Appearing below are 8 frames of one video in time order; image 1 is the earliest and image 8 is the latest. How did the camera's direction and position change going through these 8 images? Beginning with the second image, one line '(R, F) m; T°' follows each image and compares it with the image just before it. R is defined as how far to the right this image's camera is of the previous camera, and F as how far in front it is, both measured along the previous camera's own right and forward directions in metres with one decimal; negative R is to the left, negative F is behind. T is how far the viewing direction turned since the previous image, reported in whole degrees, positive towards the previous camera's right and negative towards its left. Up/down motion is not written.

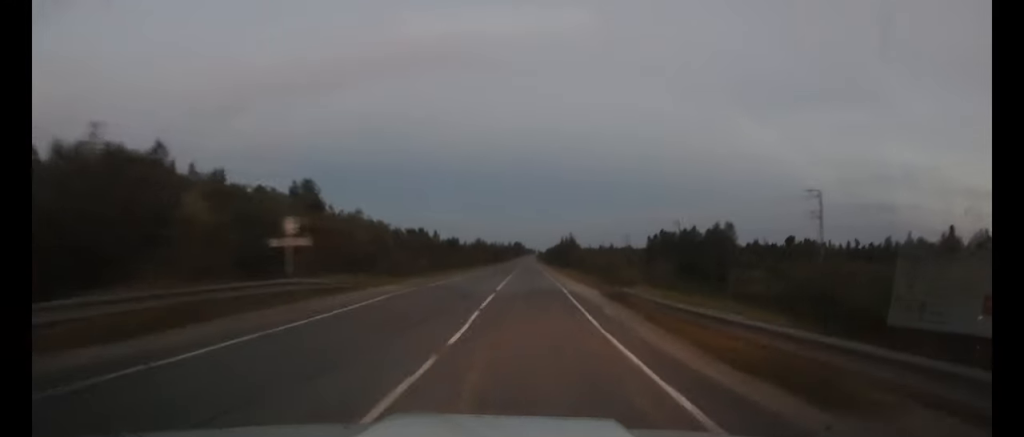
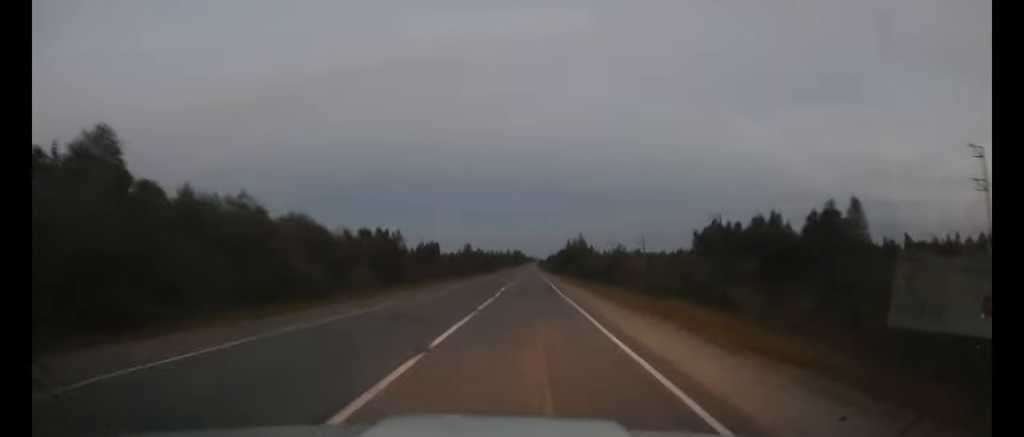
(0.0, +35.8) m; 0°
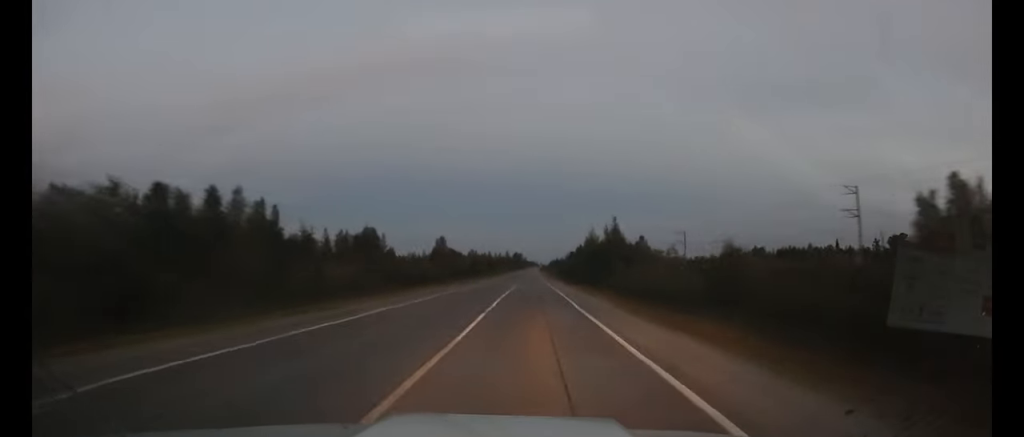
(-0.1, +55.0) m; 0°
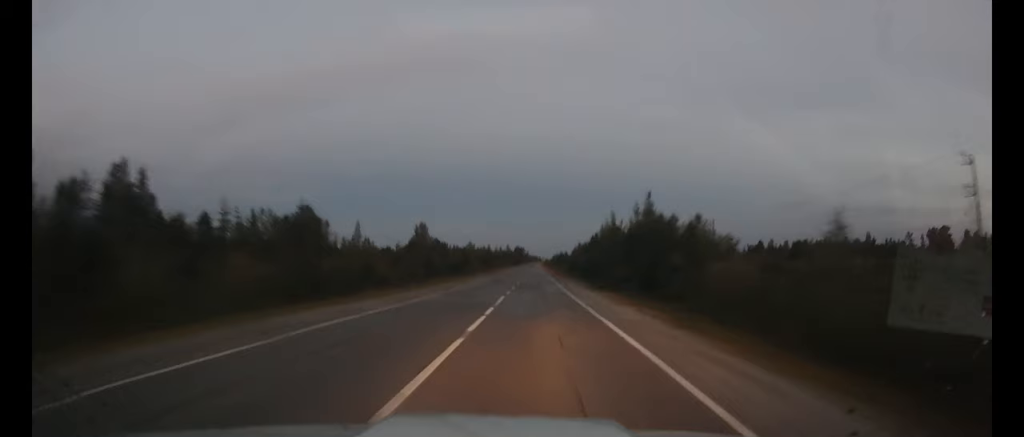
(0.0, +23.8) m; 0°
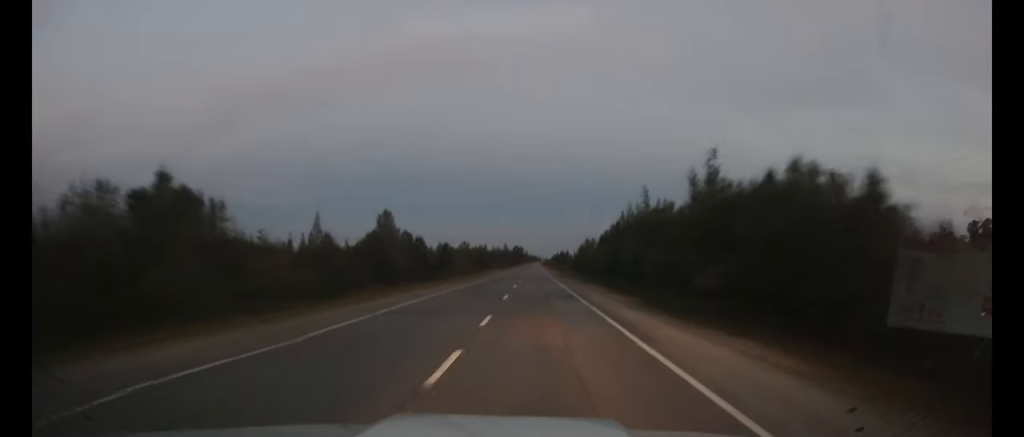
(0.0, +23.4) m; 0°
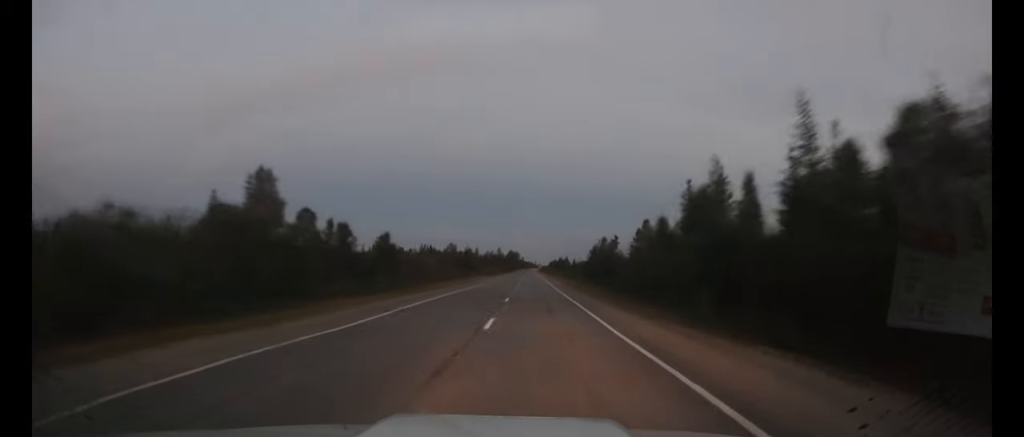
(0.0, +34.3) m; 0°
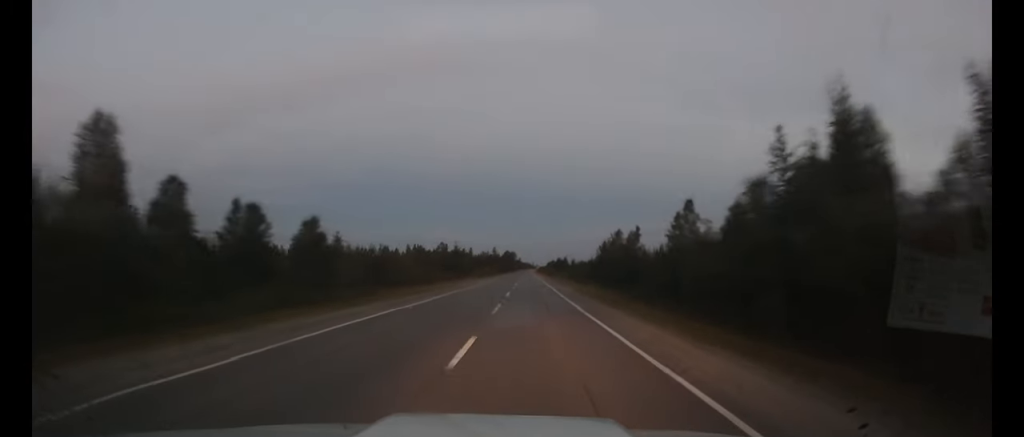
(0.0, +17.8) m; 0°
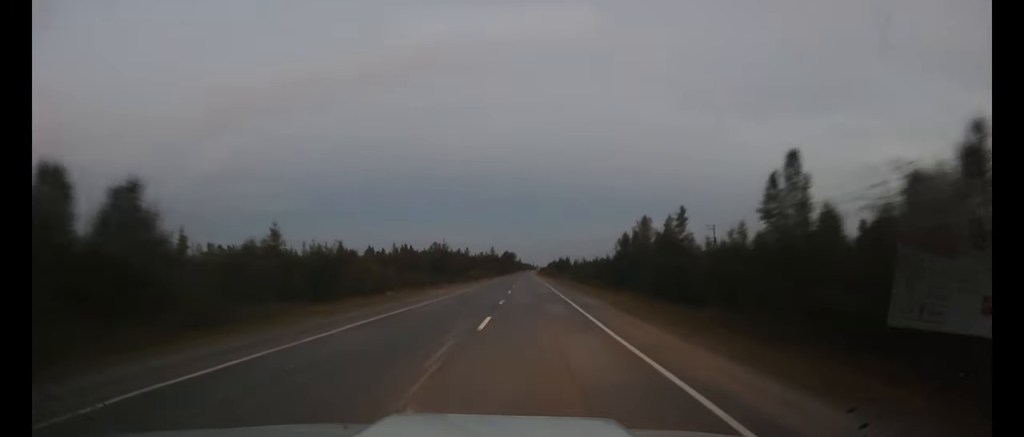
(+0.1, +18.4) m; 0°
